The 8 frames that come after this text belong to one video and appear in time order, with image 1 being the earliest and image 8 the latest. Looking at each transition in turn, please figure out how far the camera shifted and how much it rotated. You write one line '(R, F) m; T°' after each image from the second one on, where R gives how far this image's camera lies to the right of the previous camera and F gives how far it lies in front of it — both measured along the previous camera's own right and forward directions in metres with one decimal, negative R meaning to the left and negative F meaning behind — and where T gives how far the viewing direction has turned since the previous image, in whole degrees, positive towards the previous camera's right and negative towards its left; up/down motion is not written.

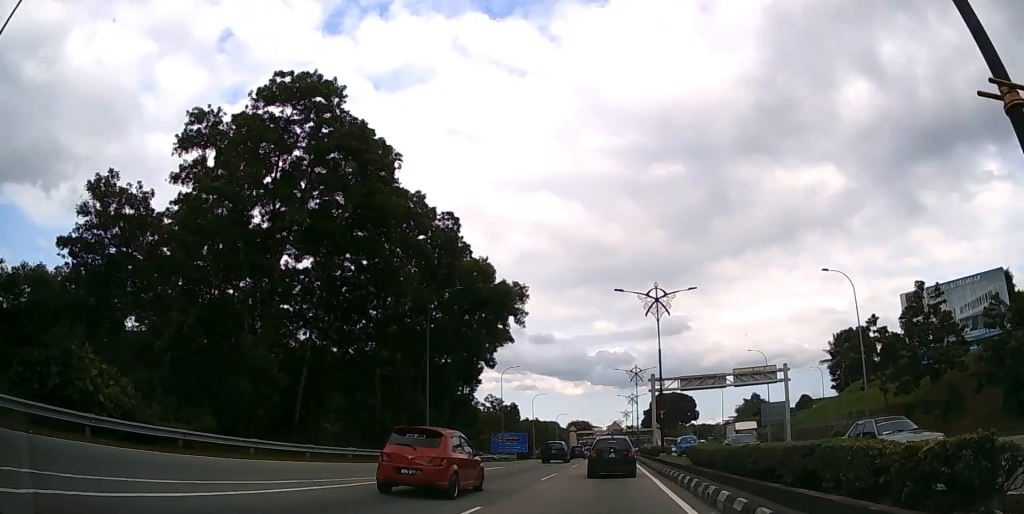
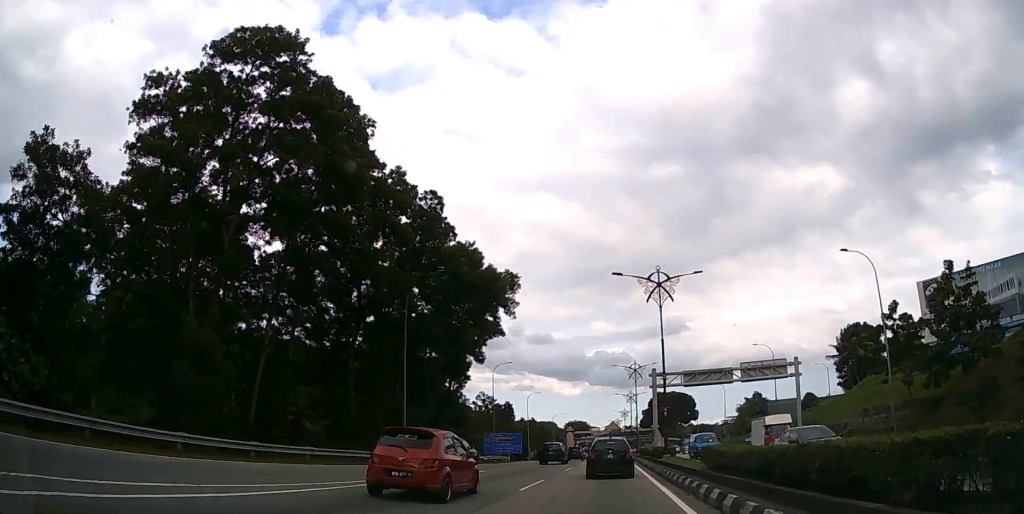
(0.0, +4.3) m; 0°
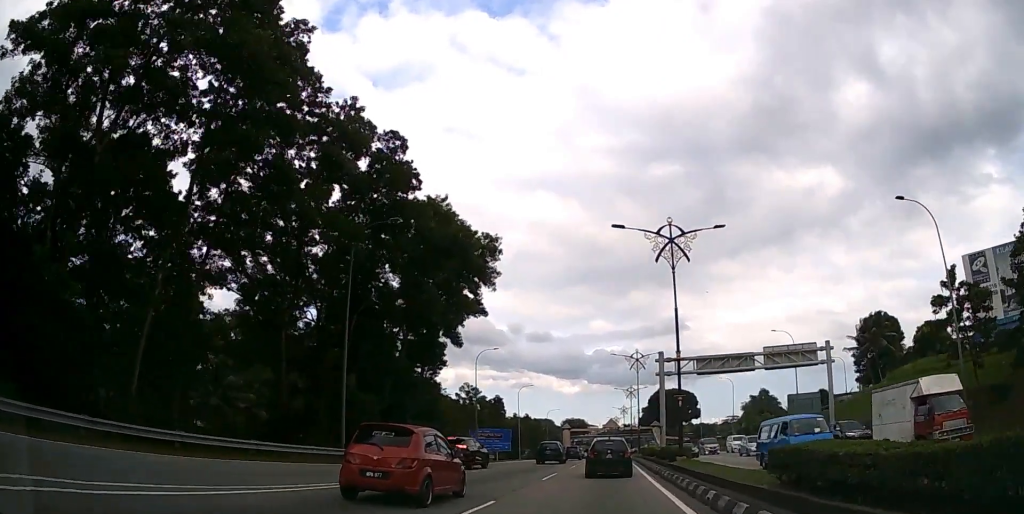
(0.0, +8.5) m; 0°
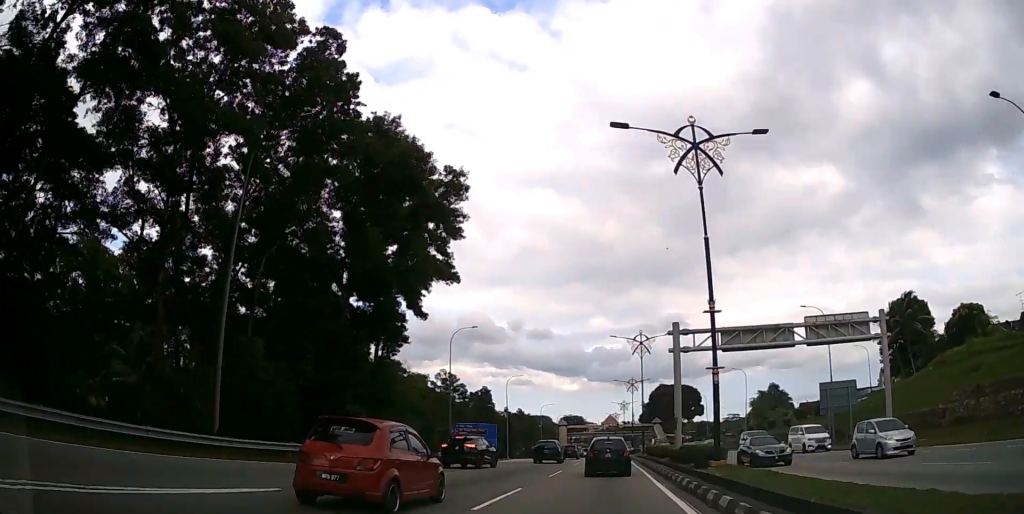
(0.0, +9.9) m; 0°
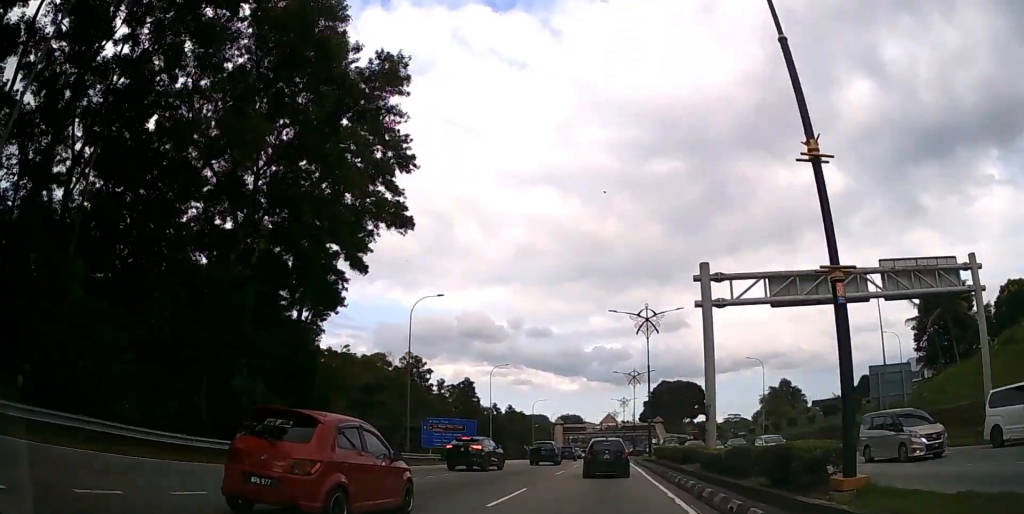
(0.0, +10.6) m; 0°
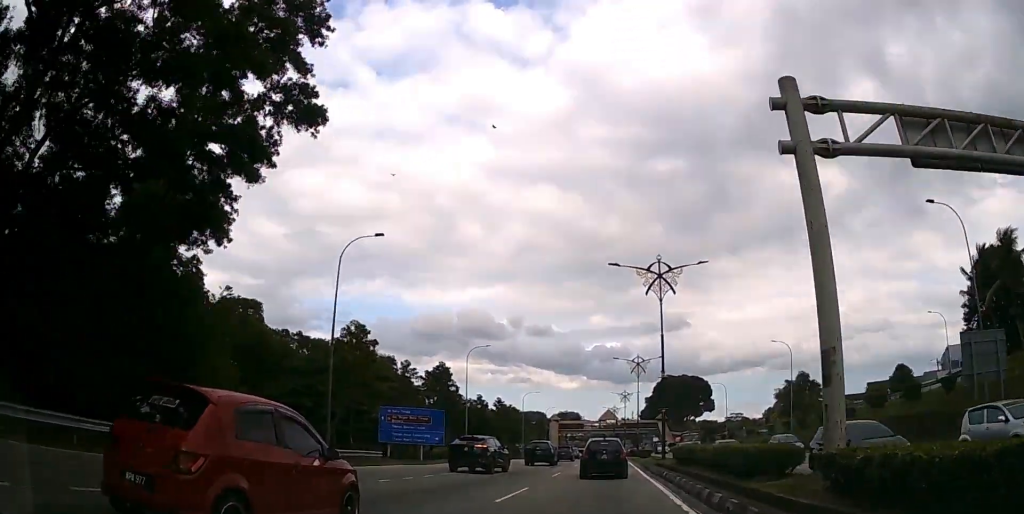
(0.0, +11.8) m; 0°
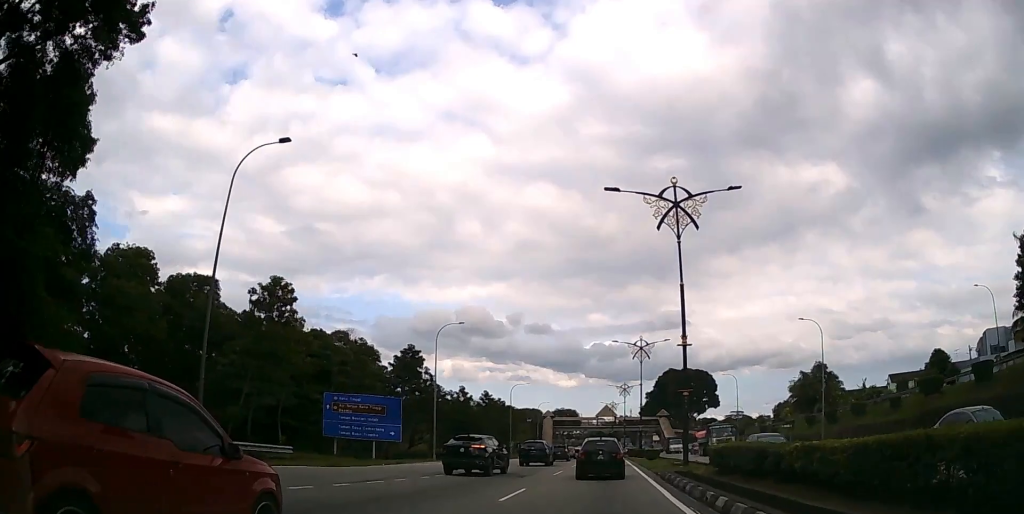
(0.0, +10.4) m; 0°
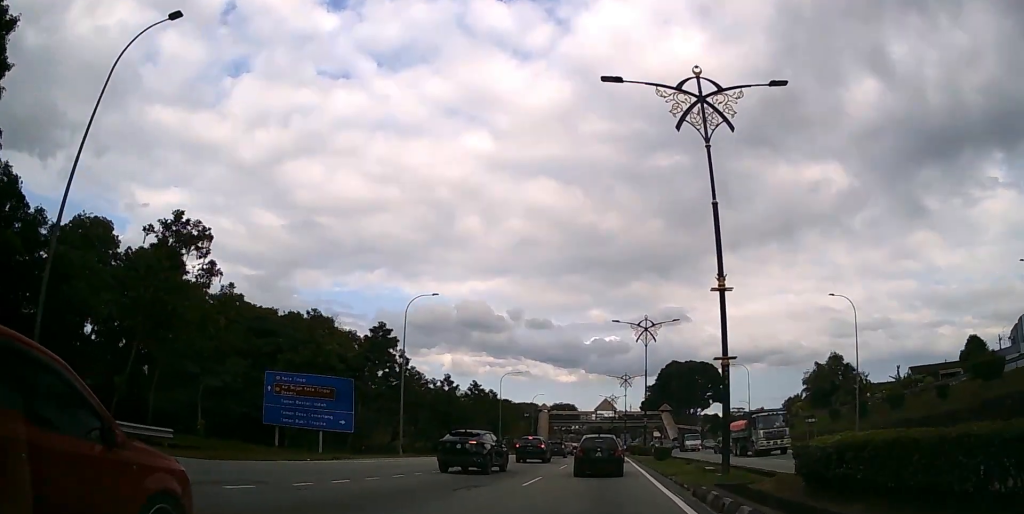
(0.0, +8.3) m; 0°
